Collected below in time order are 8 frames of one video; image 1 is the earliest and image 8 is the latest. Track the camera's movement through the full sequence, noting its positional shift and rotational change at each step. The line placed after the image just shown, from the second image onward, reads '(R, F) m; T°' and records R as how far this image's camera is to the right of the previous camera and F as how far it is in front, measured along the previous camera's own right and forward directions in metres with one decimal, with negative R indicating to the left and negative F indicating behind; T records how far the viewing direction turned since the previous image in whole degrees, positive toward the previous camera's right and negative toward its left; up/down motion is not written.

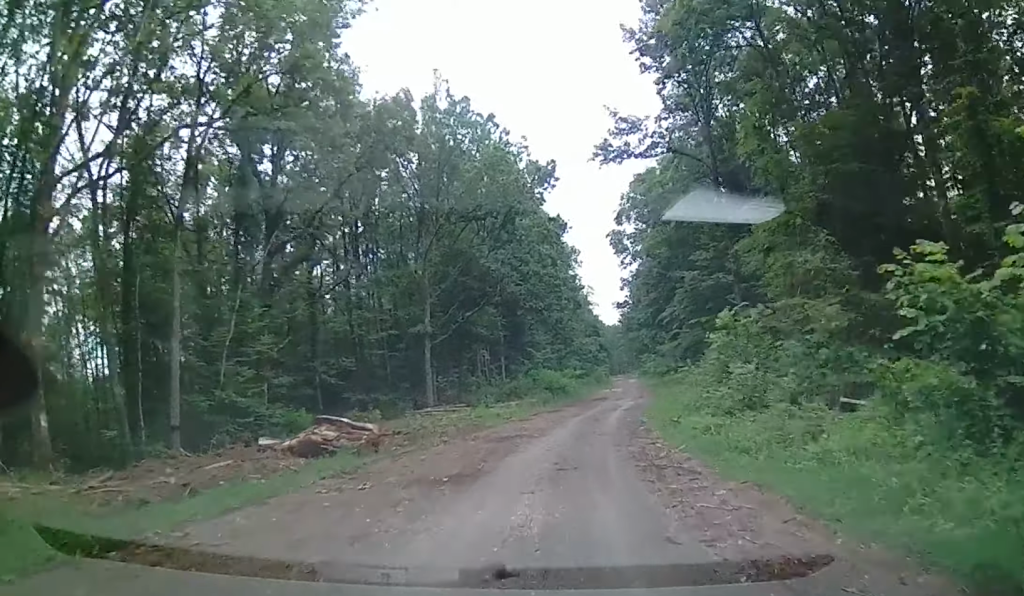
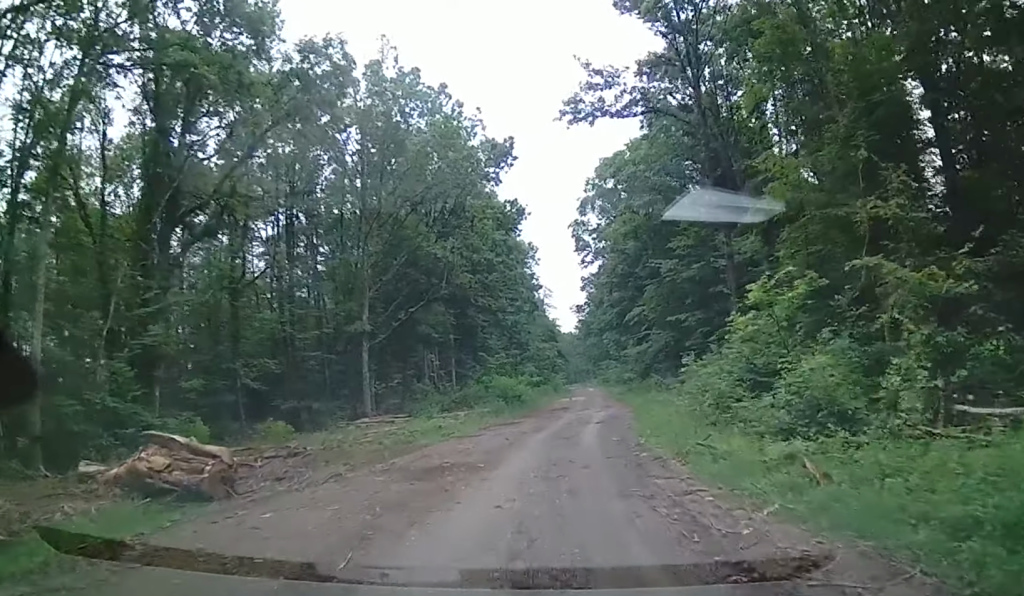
(-0.1, +7.1) m; +1°
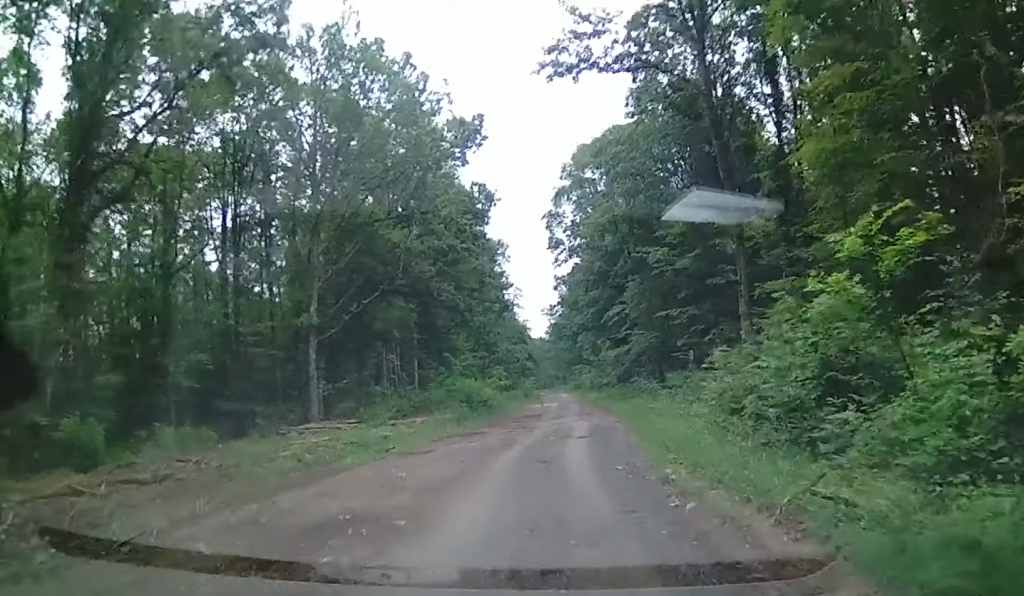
(+0.1, +5.8) m; +4°
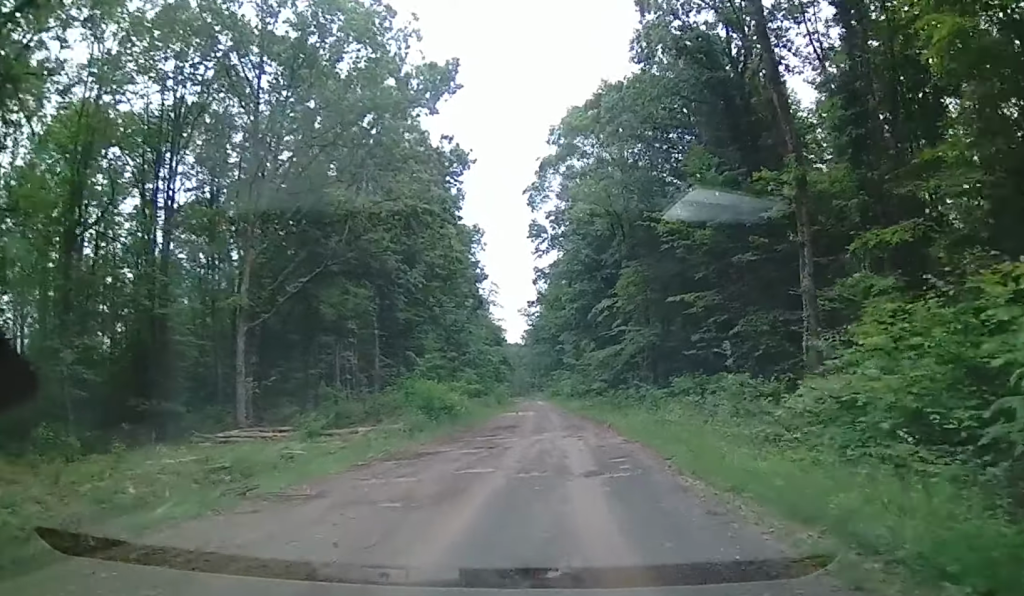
(+0.5, +8.2) m; +5°
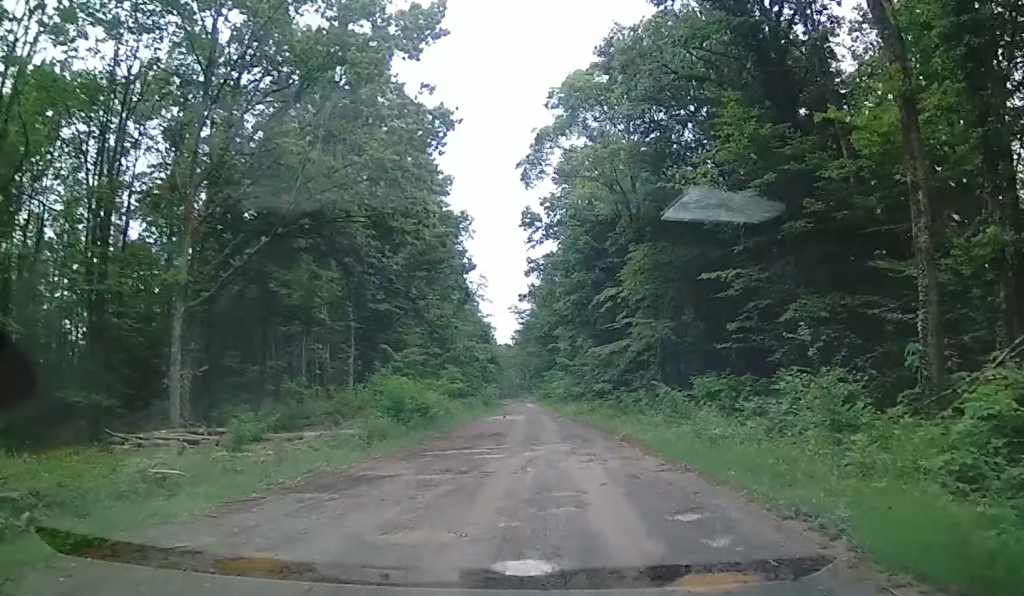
(+0.2, +6.4) m; -1°
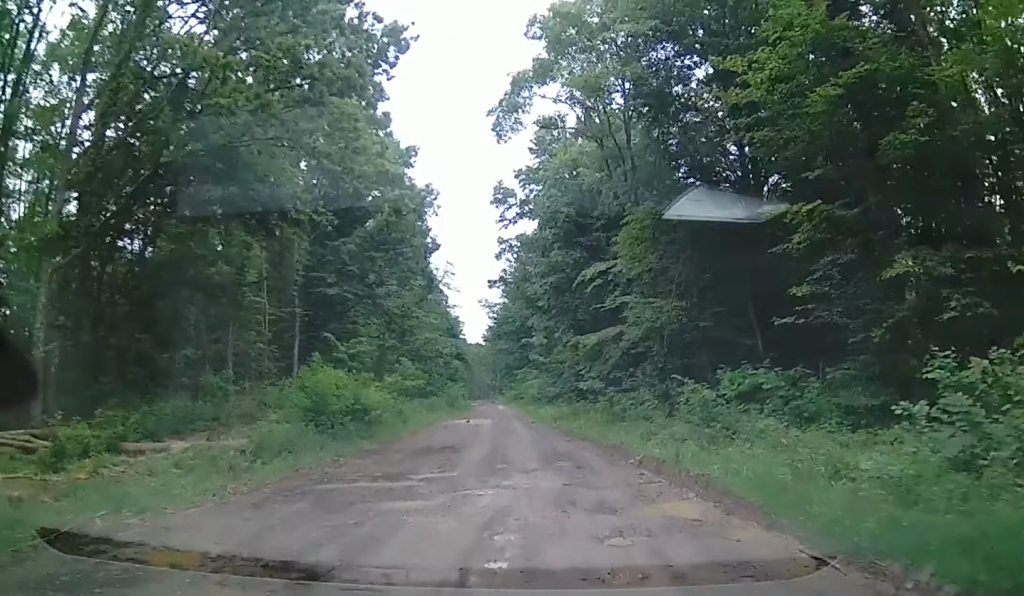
(-0.4, +8.1) m; 0°
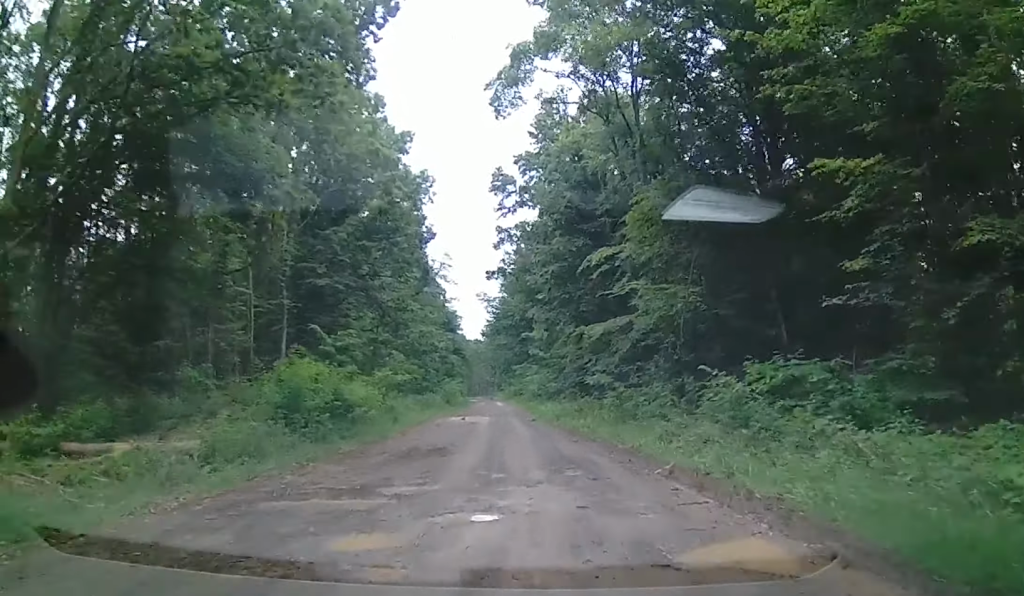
(+0.1, +2.7) m; +2°
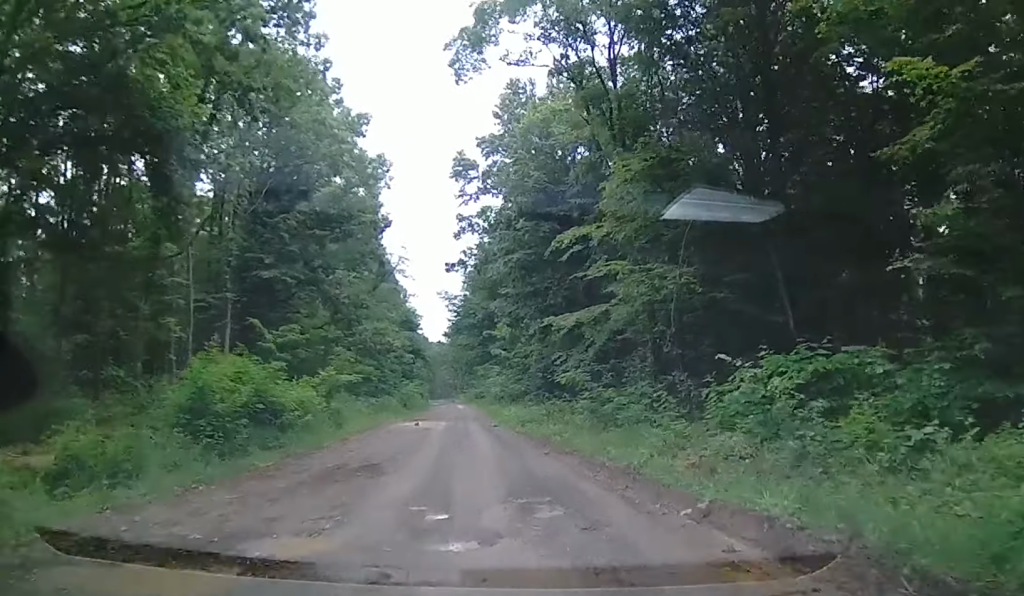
(+0.1, +3.8) m; 0°
